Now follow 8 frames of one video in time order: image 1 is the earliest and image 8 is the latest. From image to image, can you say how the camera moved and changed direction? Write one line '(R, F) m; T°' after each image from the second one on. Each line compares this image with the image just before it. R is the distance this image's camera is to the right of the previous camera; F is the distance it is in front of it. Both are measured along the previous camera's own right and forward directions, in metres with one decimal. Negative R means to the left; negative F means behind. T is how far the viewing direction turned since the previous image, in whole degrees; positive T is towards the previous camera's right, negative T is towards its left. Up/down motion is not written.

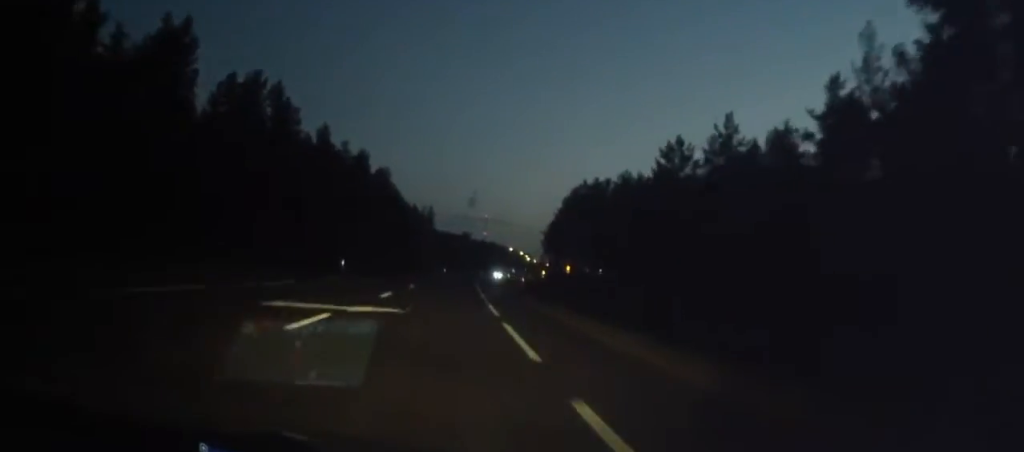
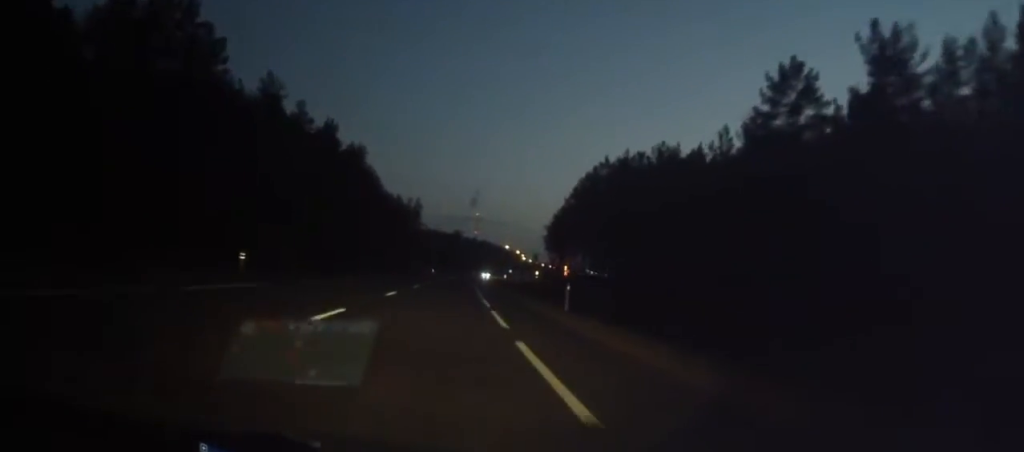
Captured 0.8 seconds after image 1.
(+0.3, +21.9) m; +1°
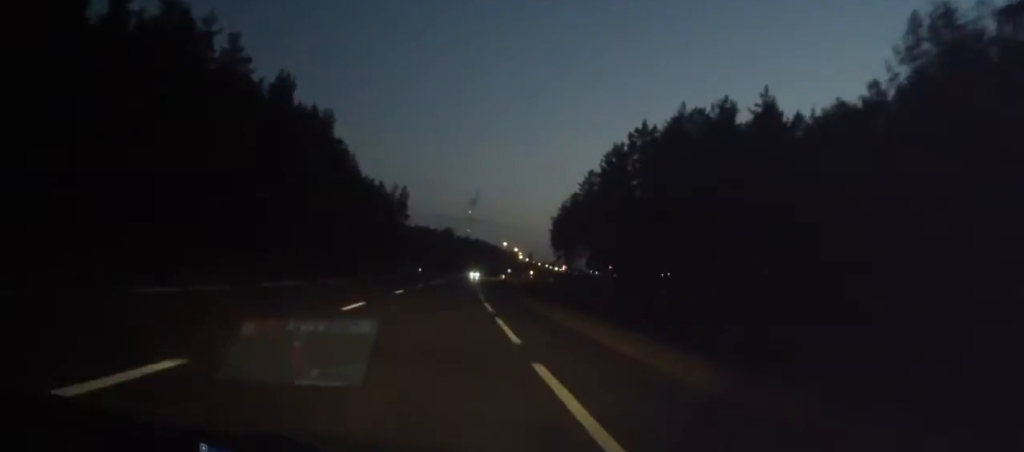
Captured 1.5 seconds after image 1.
(0.0, +21.0) m; 0°
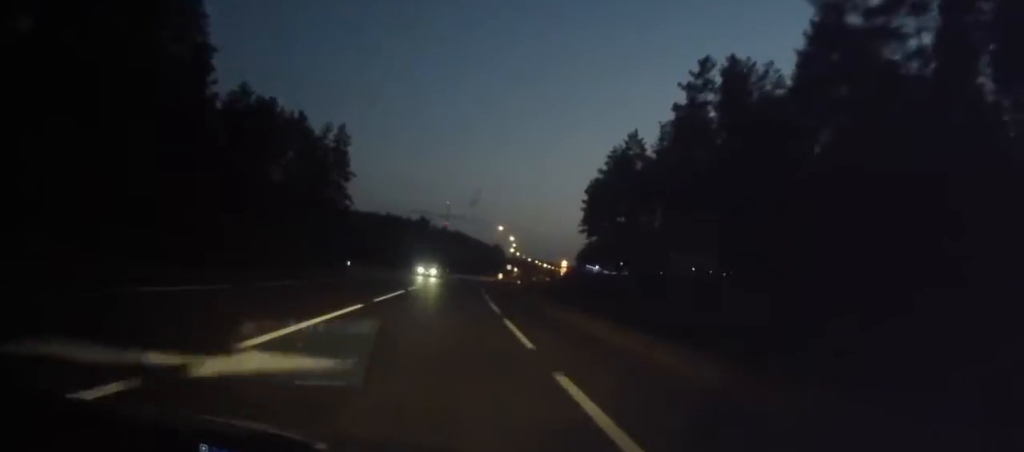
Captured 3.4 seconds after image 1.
(+0.5, +55.3) m; +2°
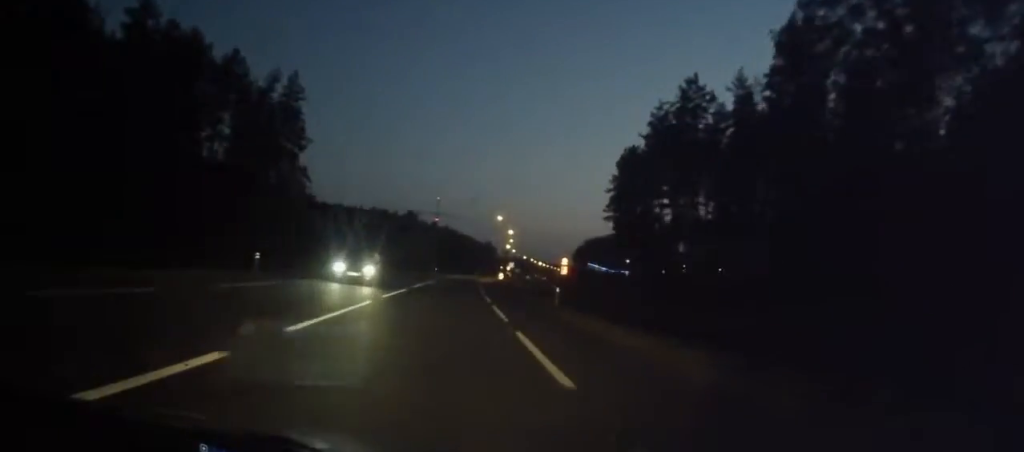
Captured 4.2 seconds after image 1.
(+0.4, +22.0) m; +1°
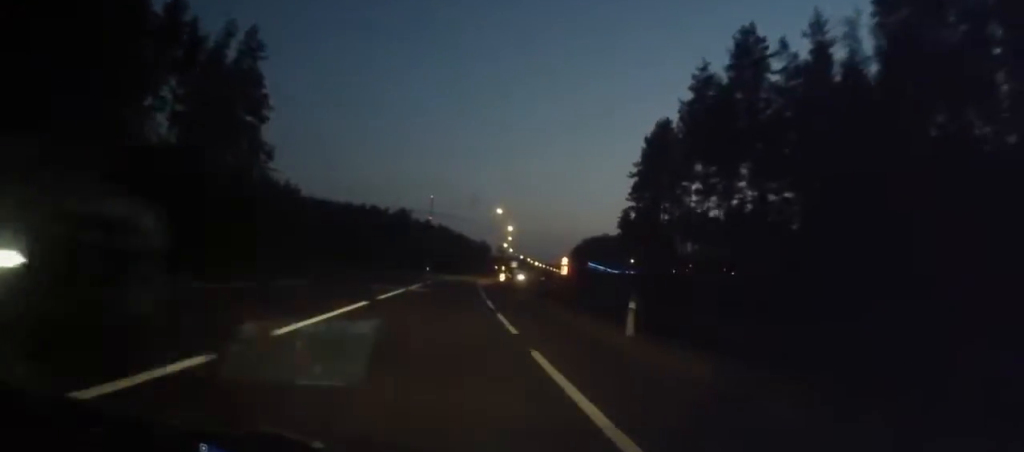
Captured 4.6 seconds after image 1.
(+0.1, +12.4) m; +1°
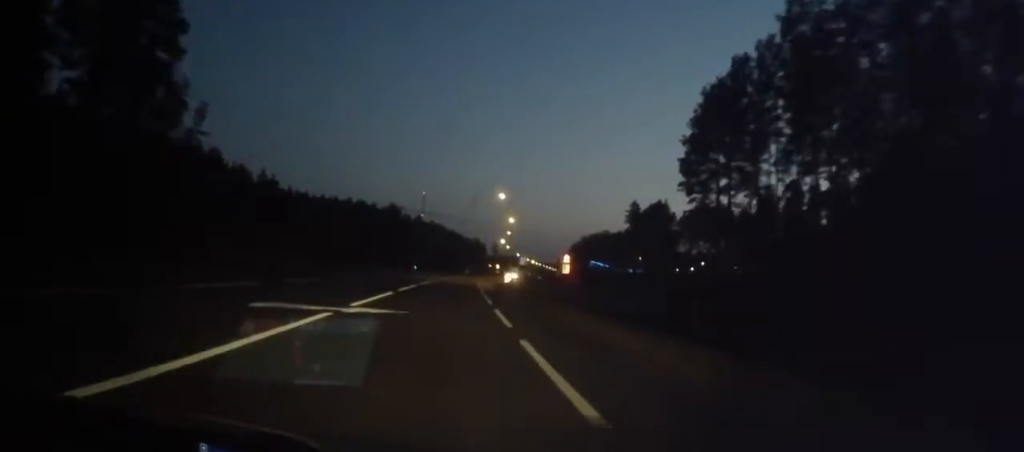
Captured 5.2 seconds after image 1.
(+0.1, +17.2) m; +1°
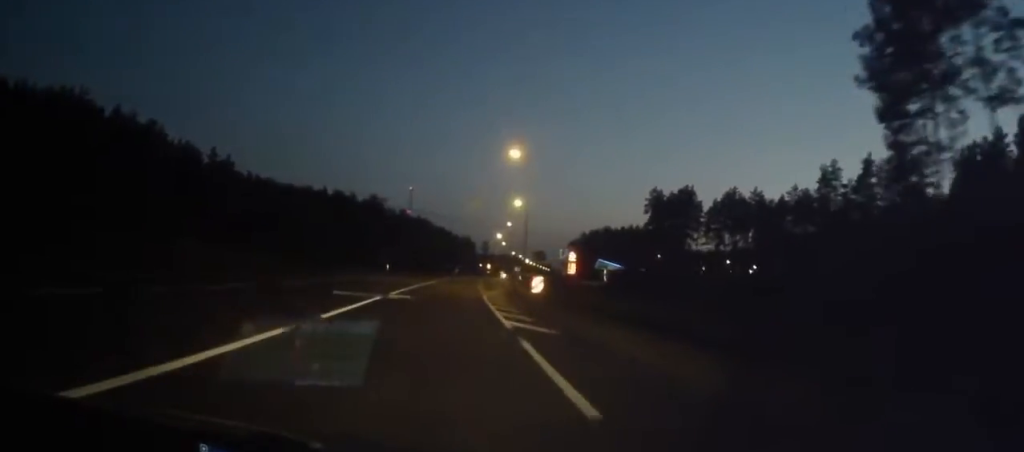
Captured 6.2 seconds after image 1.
(+0.2, +27.3) m; +1°
